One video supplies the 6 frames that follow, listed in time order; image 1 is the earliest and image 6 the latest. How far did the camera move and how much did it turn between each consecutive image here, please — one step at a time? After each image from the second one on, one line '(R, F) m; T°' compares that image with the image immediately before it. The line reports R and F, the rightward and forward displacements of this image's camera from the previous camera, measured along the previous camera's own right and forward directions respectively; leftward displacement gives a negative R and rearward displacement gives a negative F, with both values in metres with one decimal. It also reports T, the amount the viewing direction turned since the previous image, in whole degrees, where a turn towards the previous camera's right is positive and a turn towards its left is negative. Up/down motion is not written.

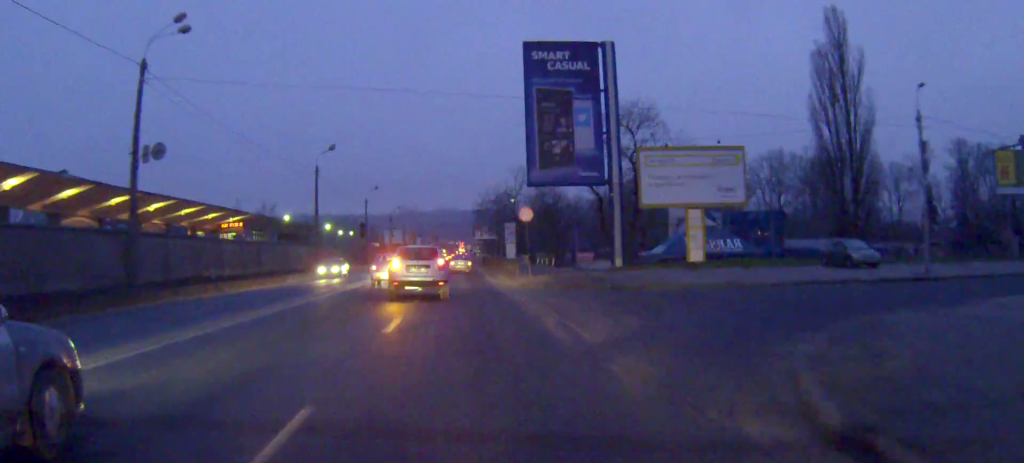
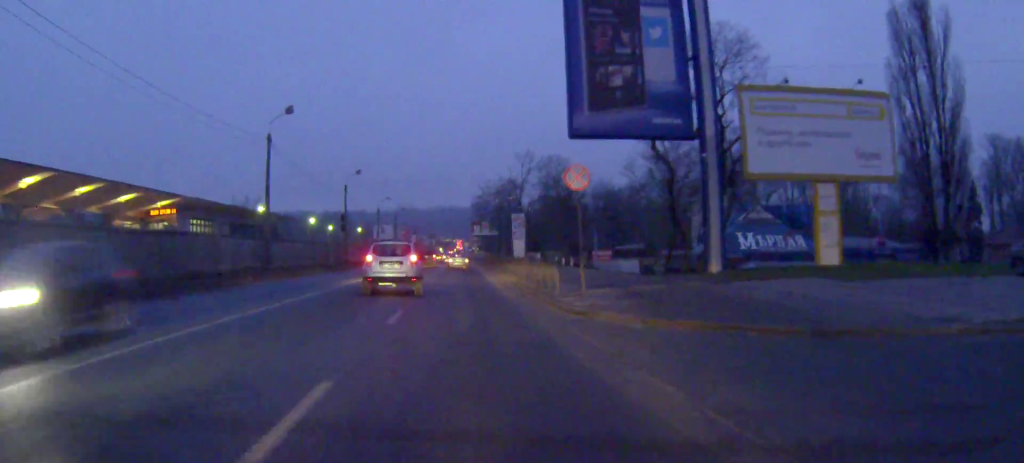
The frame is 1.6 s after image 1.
(-0.1, +17.5) m; 0°
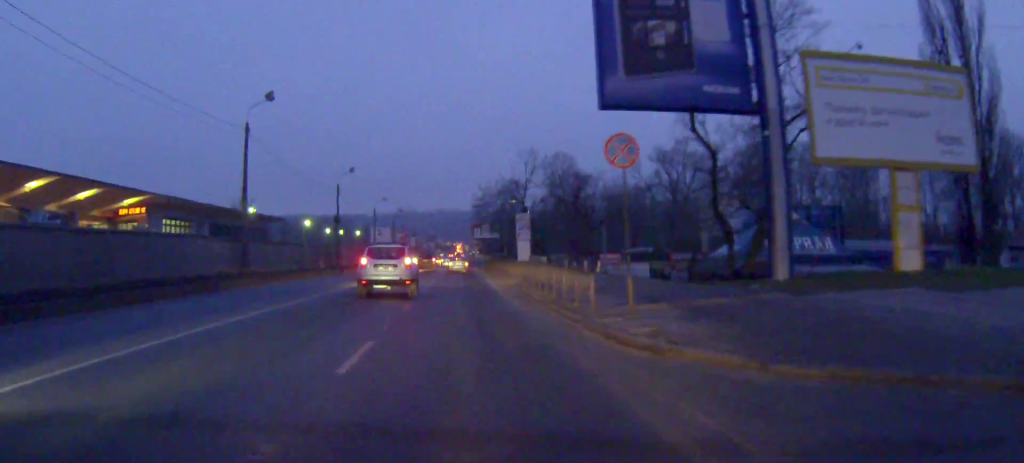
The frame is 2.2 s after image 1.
(0.0, +6.1) m; 0°
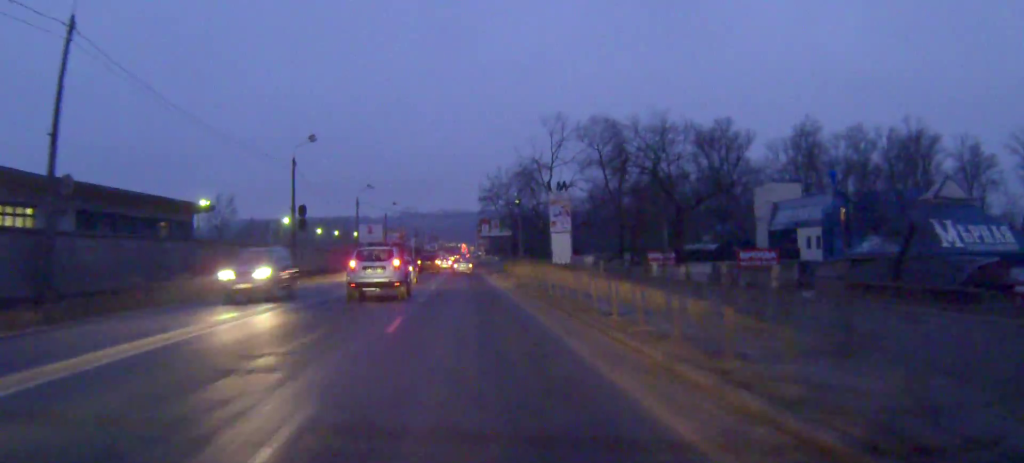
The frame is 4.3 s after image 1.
(-0.1, +25.4) m; 0°
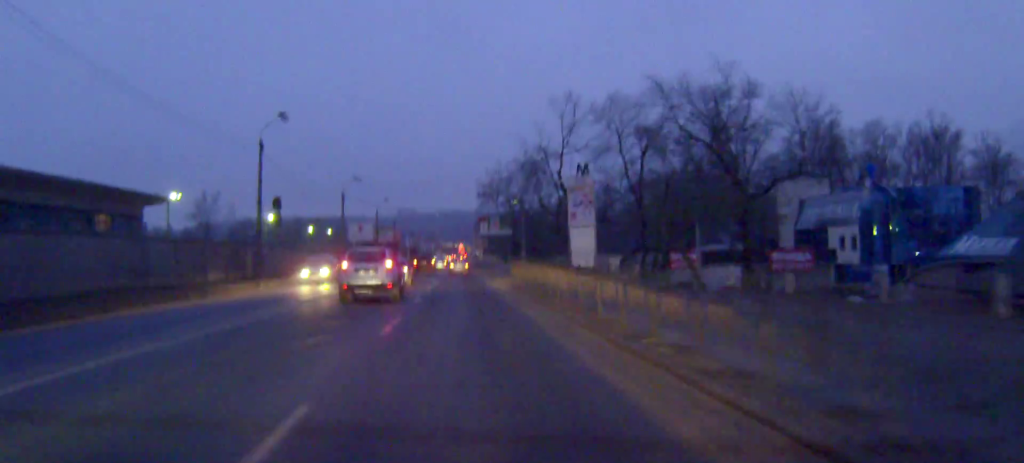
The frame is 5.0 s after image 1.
(0.0, +9.8) m; 0°
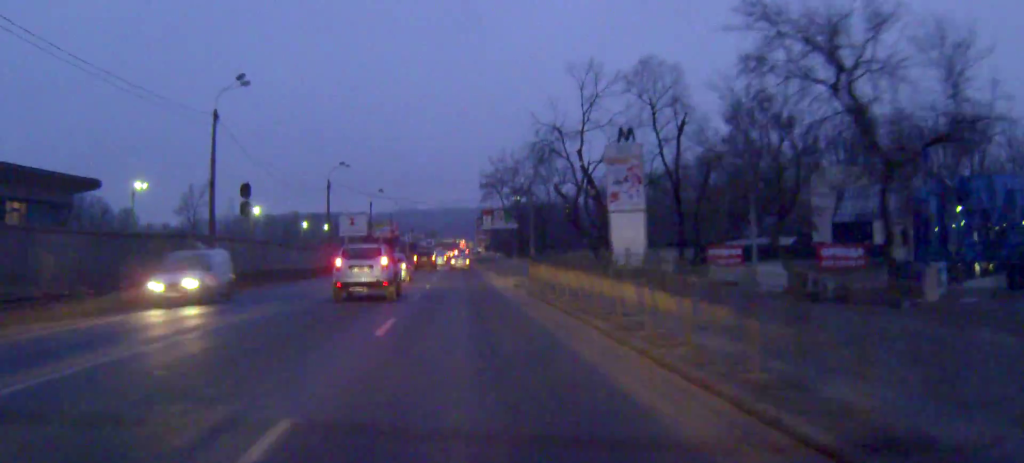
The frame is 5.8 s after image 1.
(0.0, +10.5) m; 0°
